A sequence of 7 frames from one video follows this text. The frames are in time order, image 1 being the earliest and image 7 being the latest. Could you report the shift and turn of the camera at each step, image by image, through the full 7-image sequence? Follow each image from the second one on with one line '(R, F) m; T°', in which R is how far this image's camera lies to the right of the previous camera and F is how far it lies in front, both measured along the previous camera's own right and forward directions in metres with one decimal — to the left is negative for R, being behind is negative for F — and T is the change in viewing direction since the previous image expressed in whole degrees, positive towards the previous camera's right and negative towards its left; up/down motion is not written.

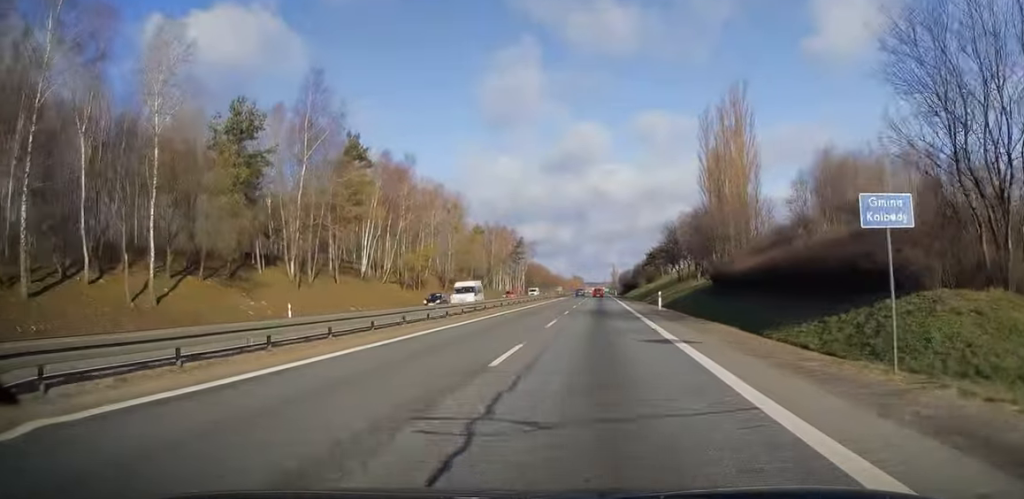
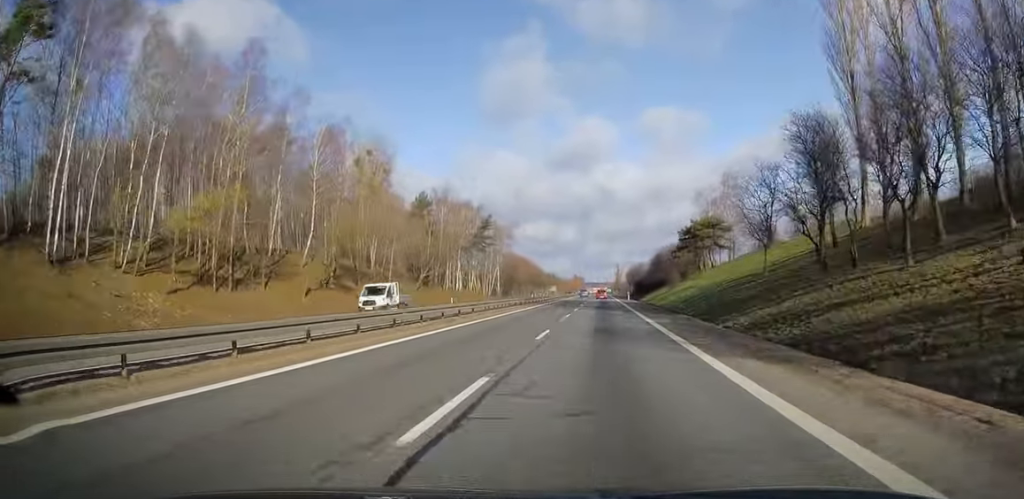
(0.0, +53.9) m; 0°
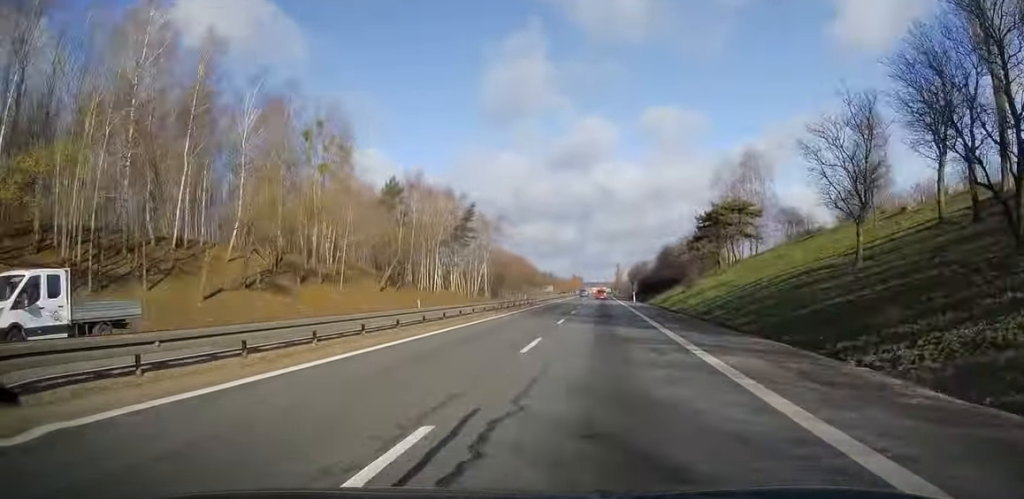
(0.0, +15.6) m; 0°
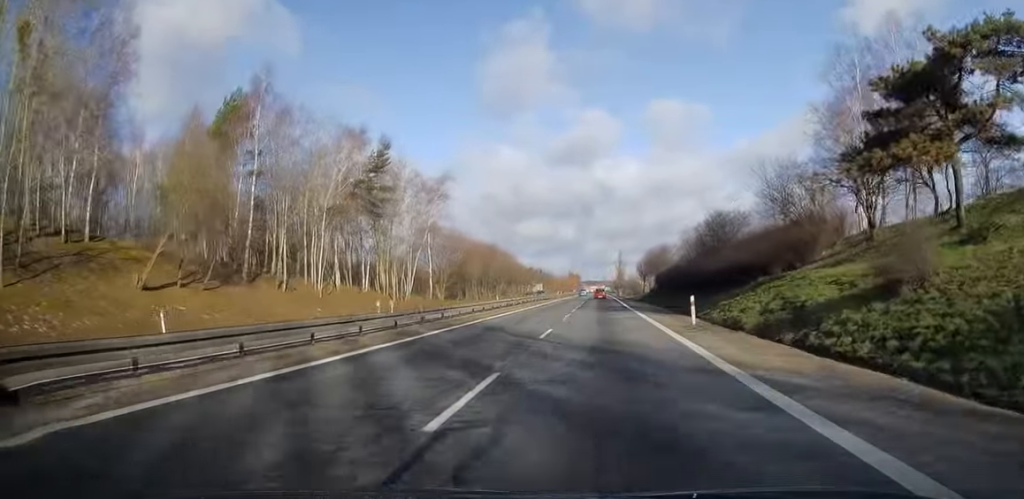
(0.0, +44.0) m; 0°
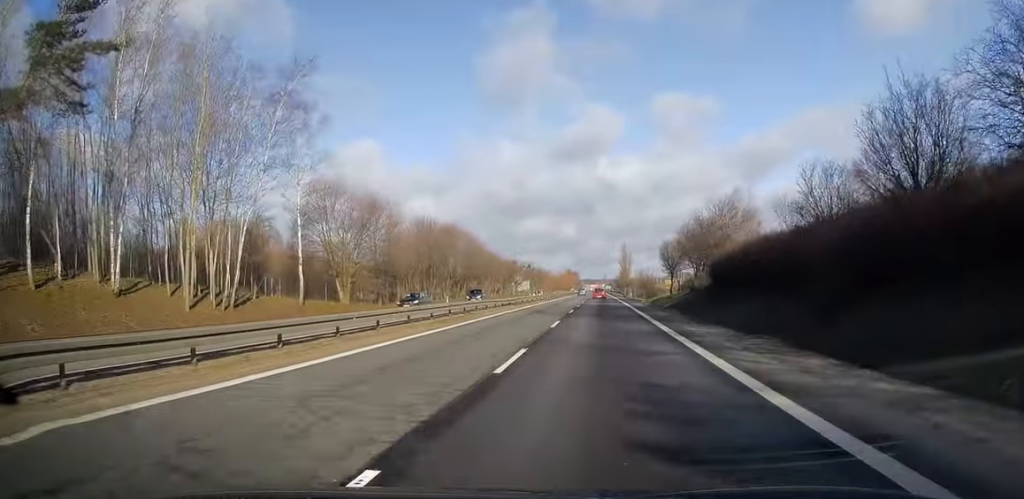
(+0.1, +41.9) m; 0°
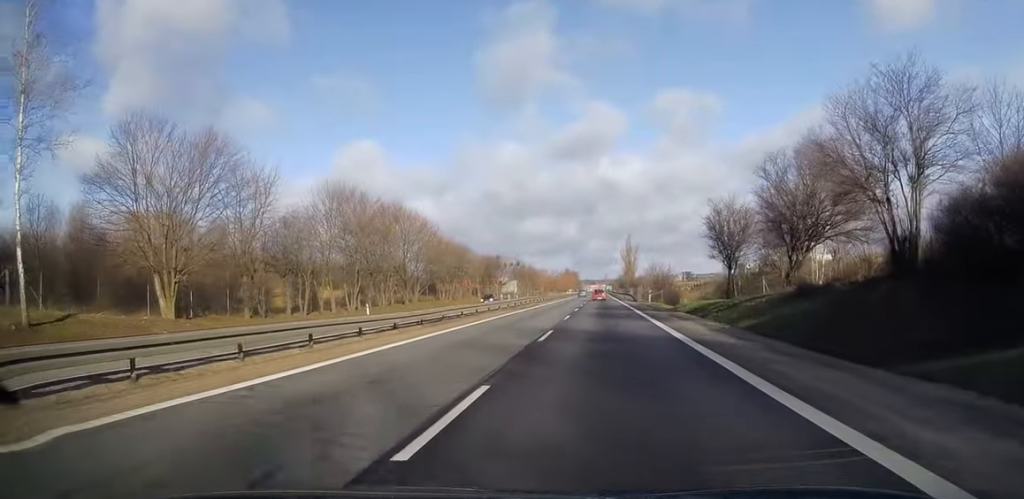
(-0.4, +30.0) m; 0°
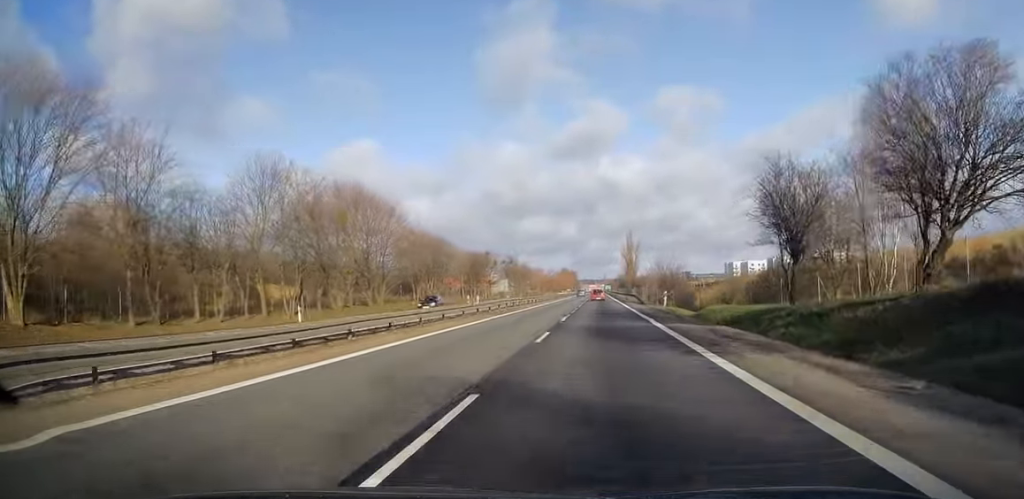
(+0.1, +13.1) m; 0°
